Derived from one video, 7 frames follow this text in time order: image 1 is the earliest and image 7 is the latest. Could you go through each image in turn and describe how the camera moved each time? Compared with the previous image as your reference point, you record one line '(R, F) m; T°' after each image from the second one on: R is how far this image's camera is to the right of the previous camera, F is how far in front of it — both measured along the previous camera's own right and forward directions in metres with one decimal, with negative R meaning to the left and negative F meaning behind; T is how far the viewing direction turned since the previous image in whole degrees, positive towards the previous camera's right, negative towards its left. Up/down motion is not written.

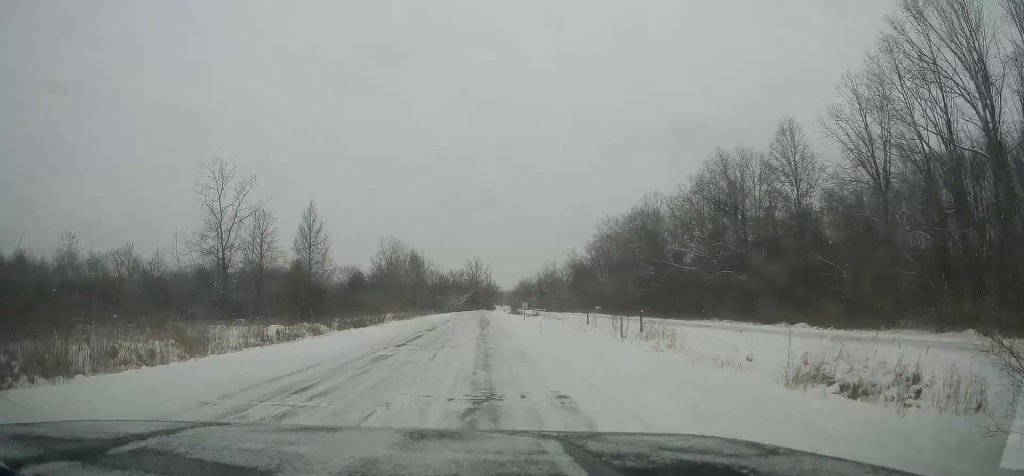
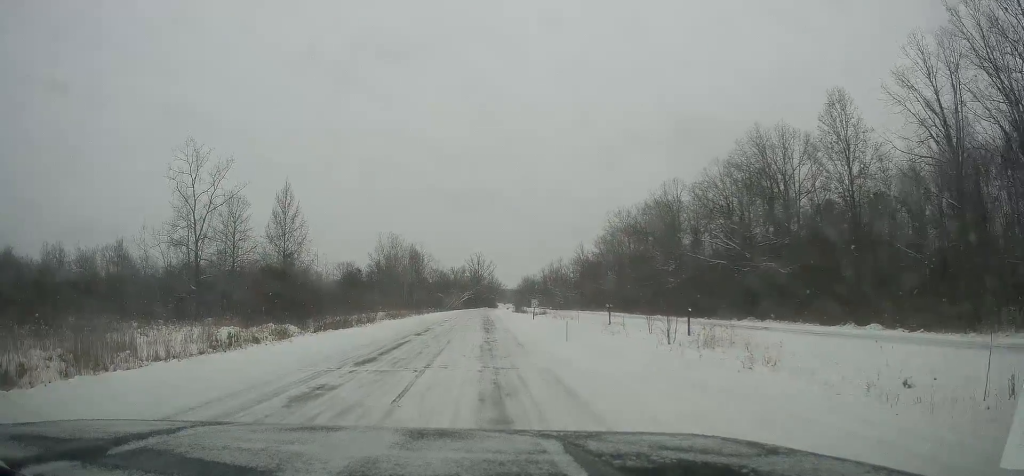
(+0.5, +8.3) m; +5°
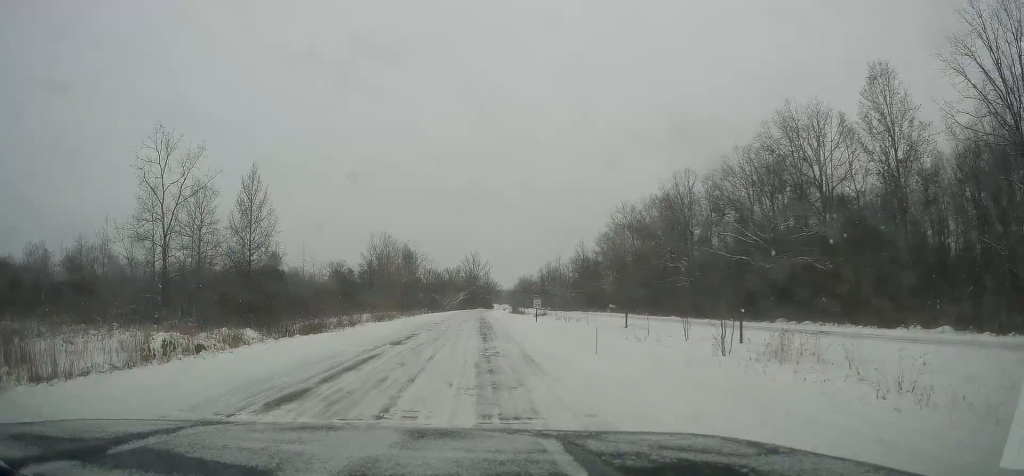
(0.0, +6.5) m; 0°
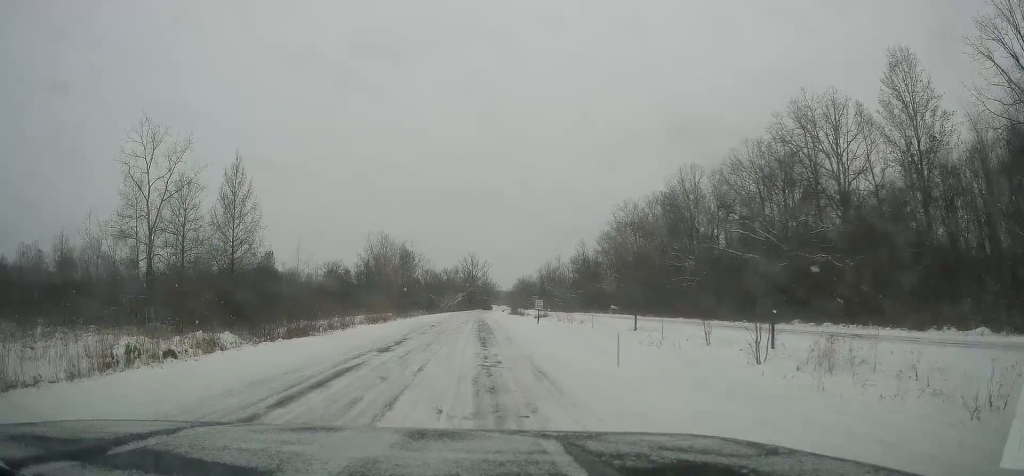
(0.0, +2.7) m; 0°
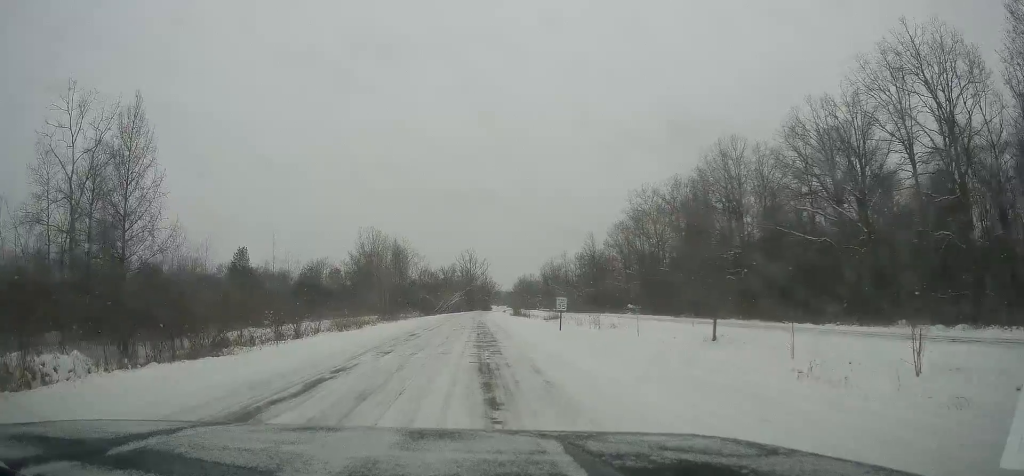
(-0.3, +12.9) m; -5°
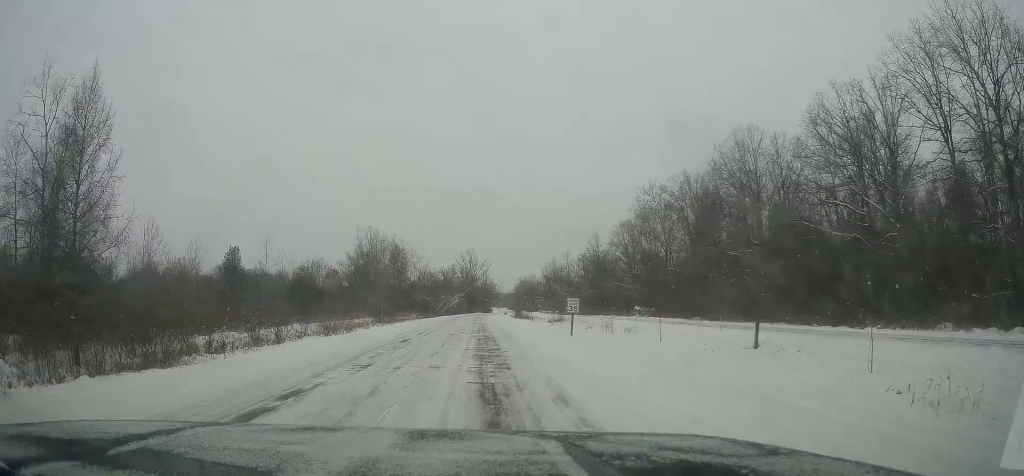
(-0.3, +4.0) m; 0°
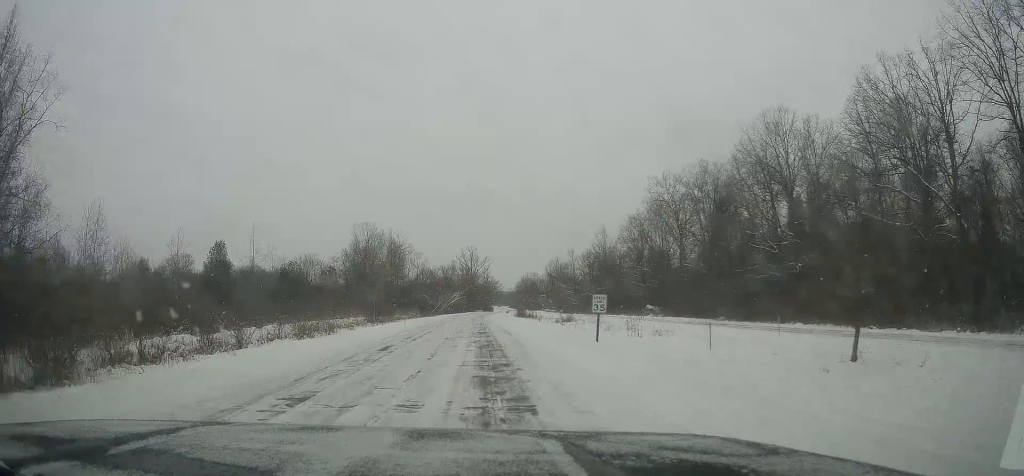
(+0.3, +6.3) m; +4°
